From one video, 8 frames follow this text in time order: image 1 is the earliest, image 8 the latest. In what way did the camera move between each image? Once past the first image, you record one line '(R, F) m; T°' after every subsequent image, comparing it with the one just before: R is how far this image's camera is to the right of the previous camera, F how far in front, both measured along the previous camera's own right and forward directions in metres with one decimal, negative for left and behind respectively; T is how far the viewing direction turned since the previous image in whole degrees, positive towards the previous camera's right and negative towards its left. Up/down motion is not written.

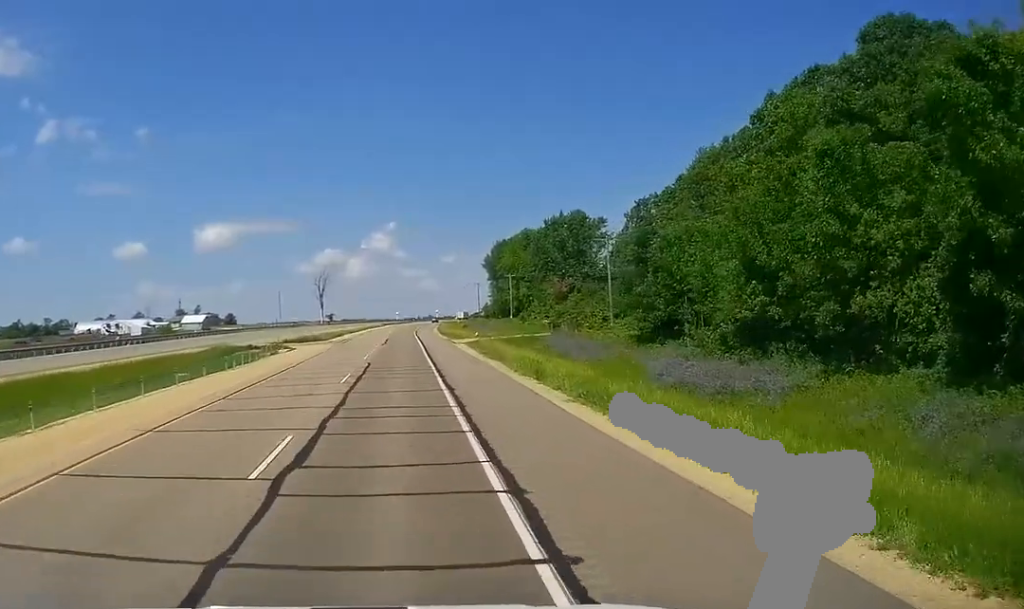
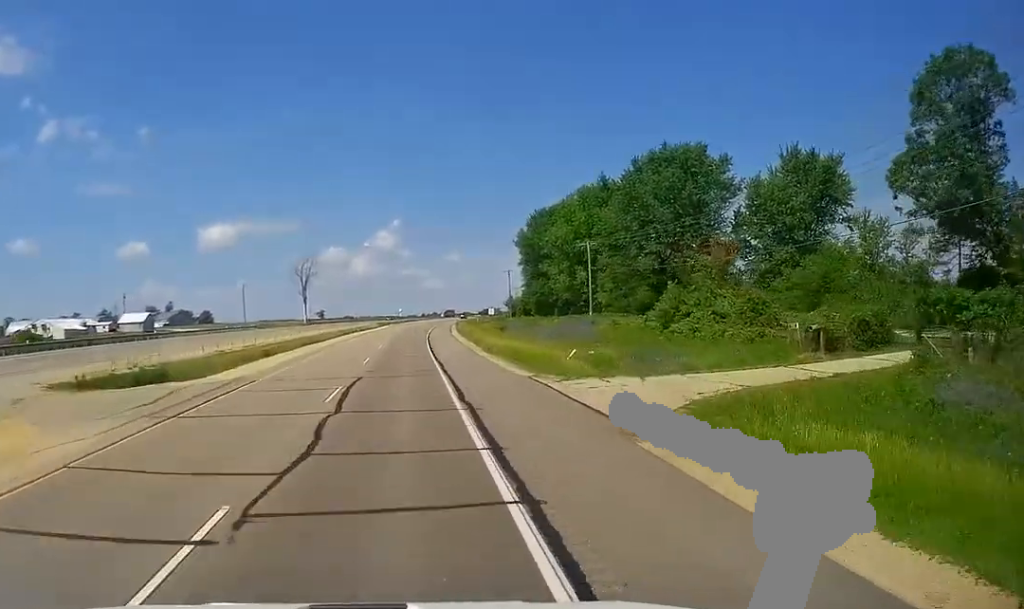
(-0.9, +52.1) m; 0°
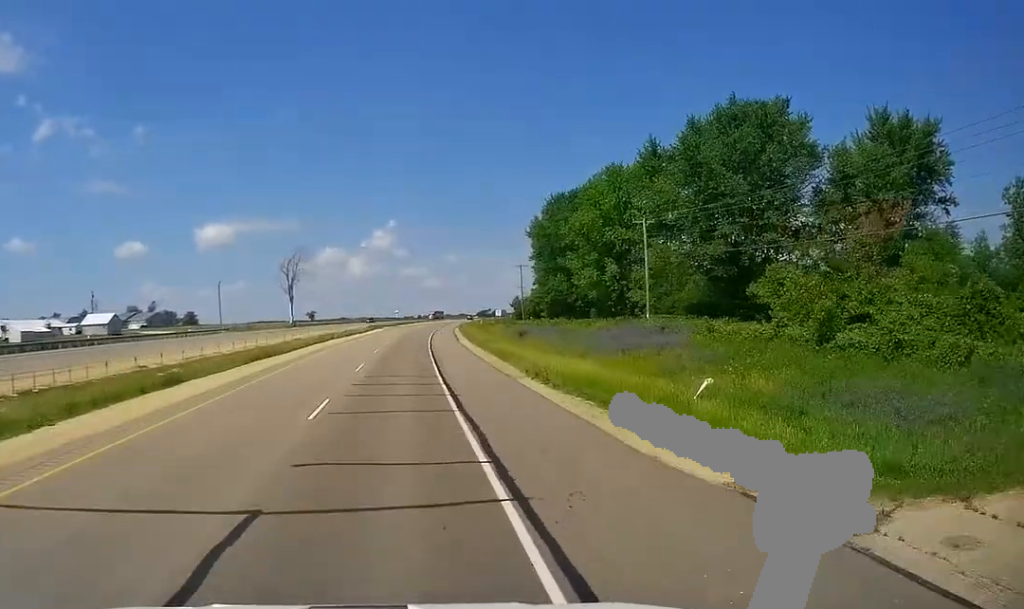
(+0.2, +18.7) m; +1°
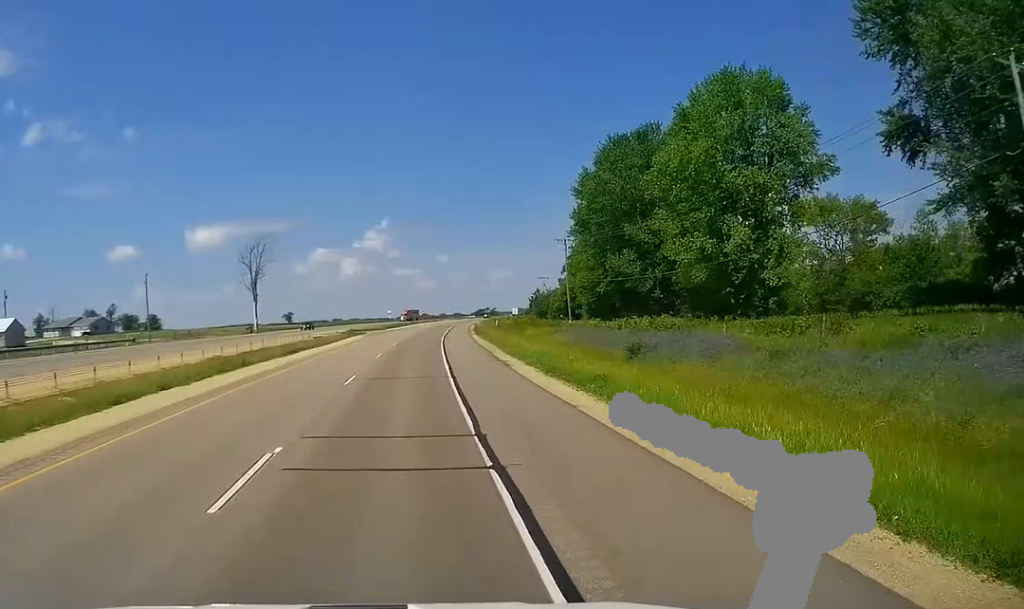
(+0.2, +39.0) m; 0°
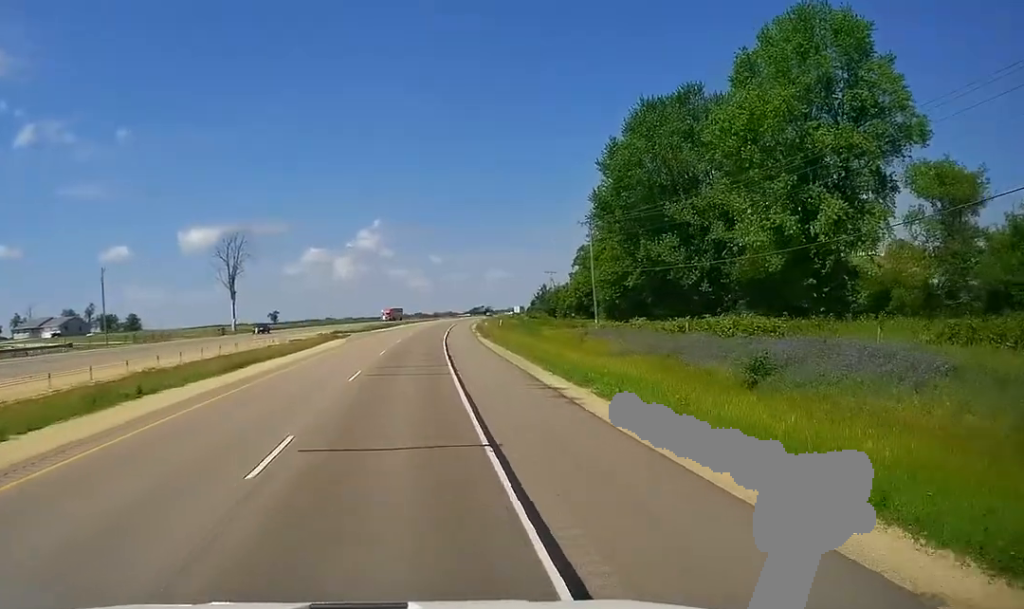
(-0.2, +14.4) m; 0°
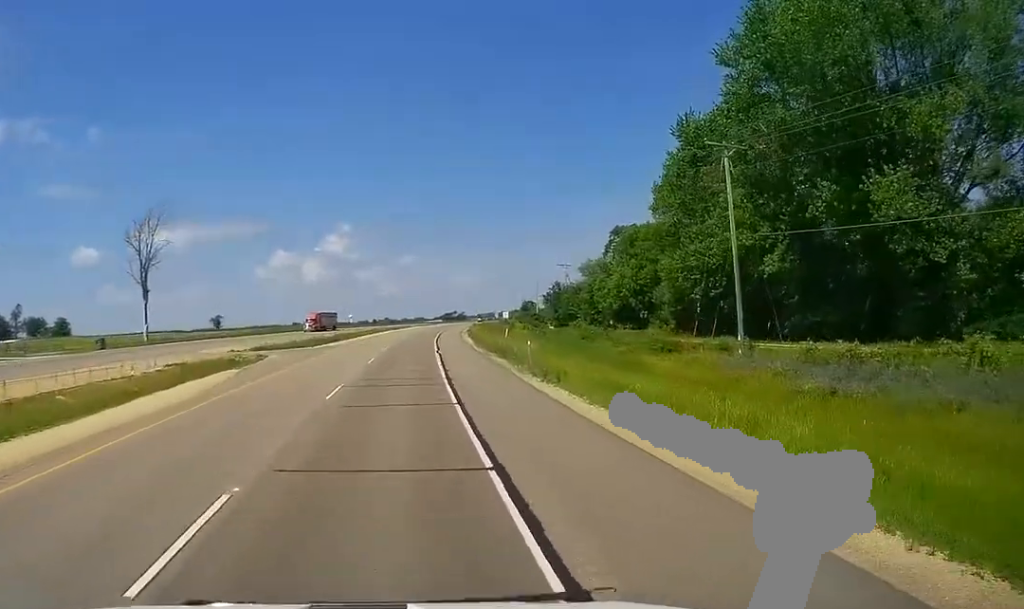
(+0.9, +35.8) m; +3°
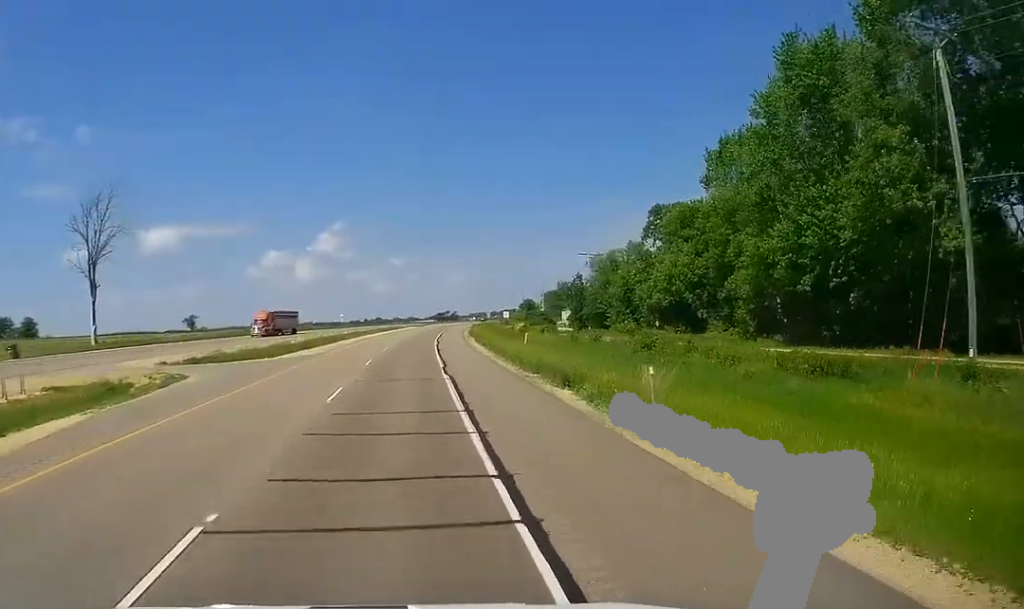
(+0.9, +17.4) m; -1°
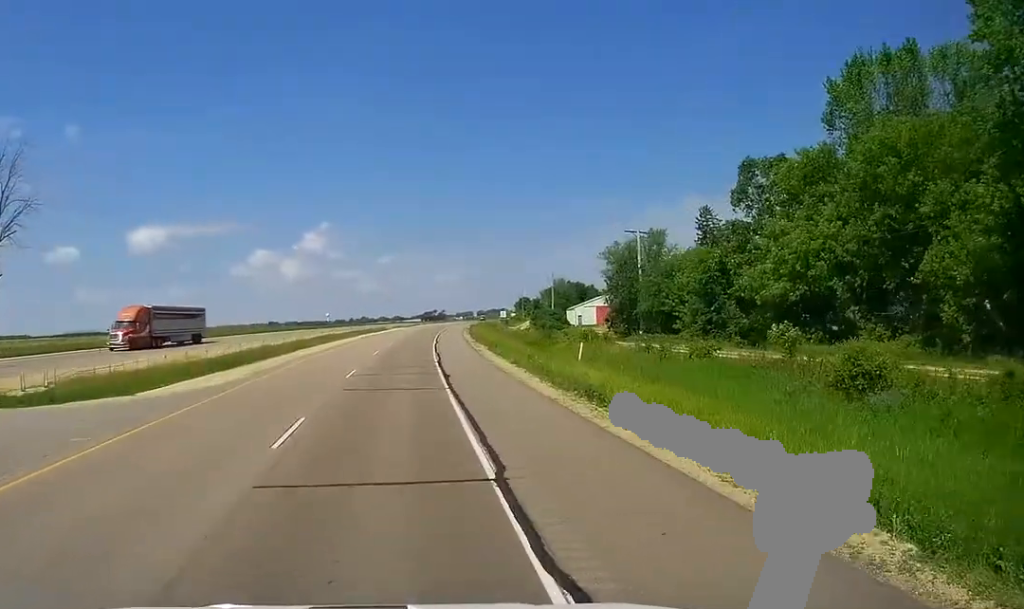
(-0.8, +21.7) m; -1°
